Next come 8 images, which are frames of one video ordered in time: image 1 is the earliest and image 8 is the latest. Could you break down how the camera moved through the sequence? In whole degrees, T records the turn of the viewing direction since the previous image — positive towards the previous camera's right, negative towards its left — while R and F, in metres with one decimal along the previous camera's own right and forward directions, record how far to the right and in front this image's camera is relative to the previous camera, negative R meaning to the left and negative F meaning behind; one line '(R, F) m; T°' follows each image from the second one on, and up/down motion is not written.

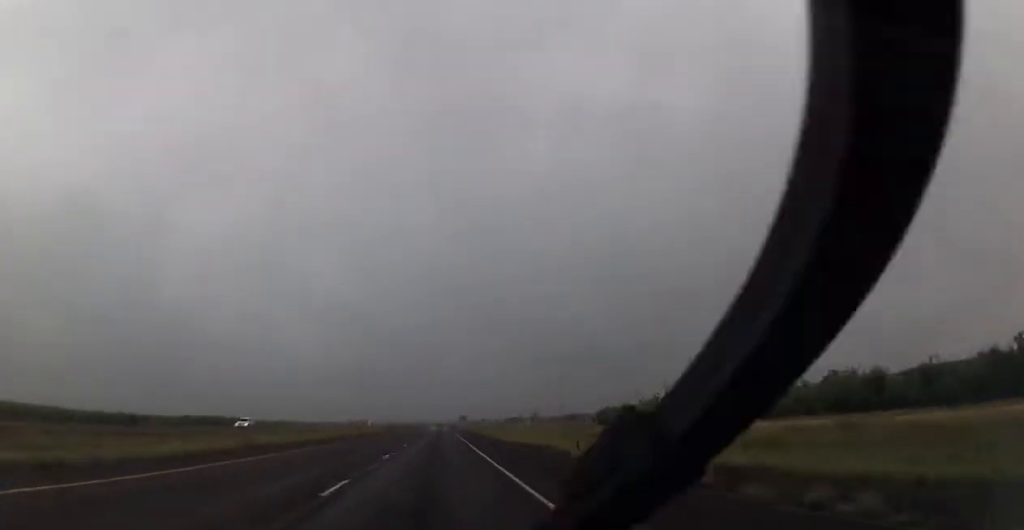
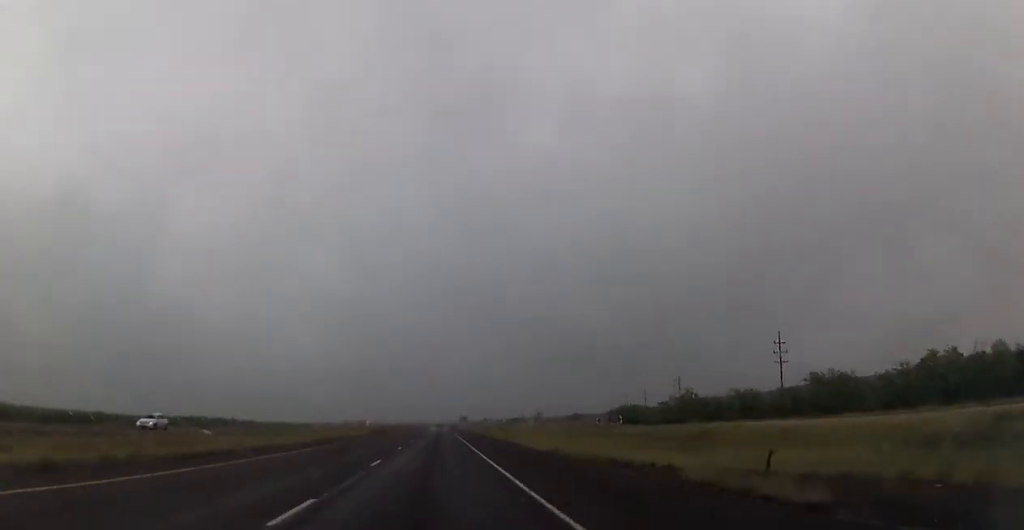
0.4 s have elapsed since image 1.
(+0.1, +15.8) m; 0°
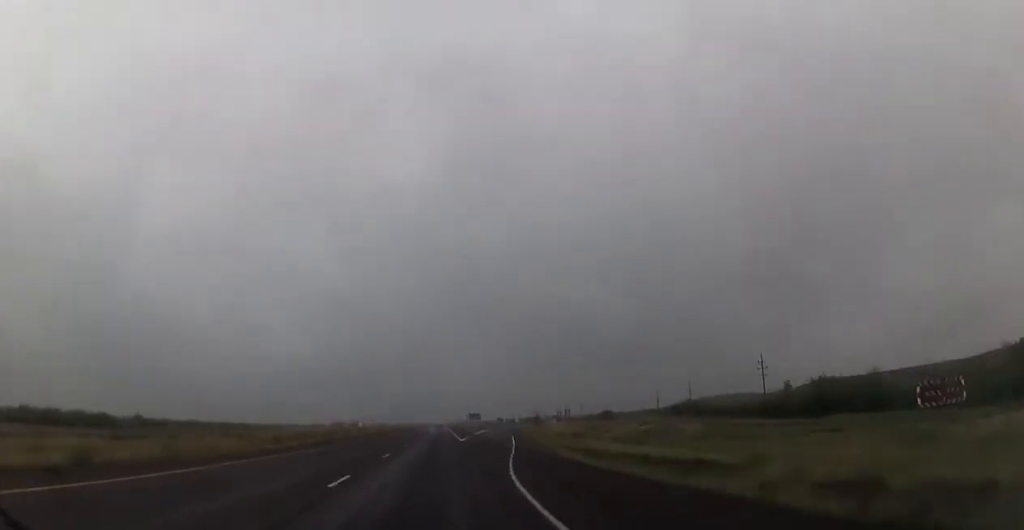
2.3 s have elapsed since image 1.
(+0.2, +67.8) m; 0°
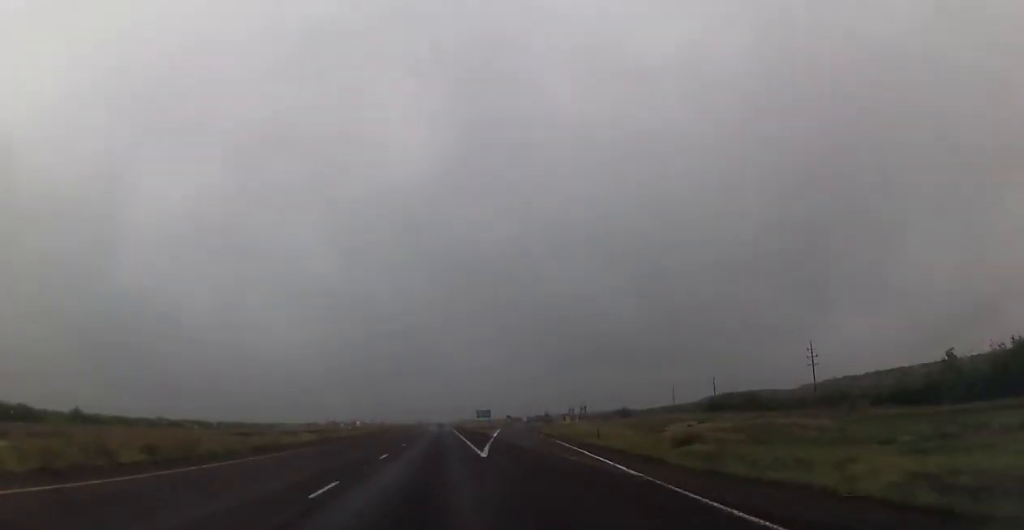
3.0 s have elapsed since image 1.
(-0.2, +26.6) m; 0°
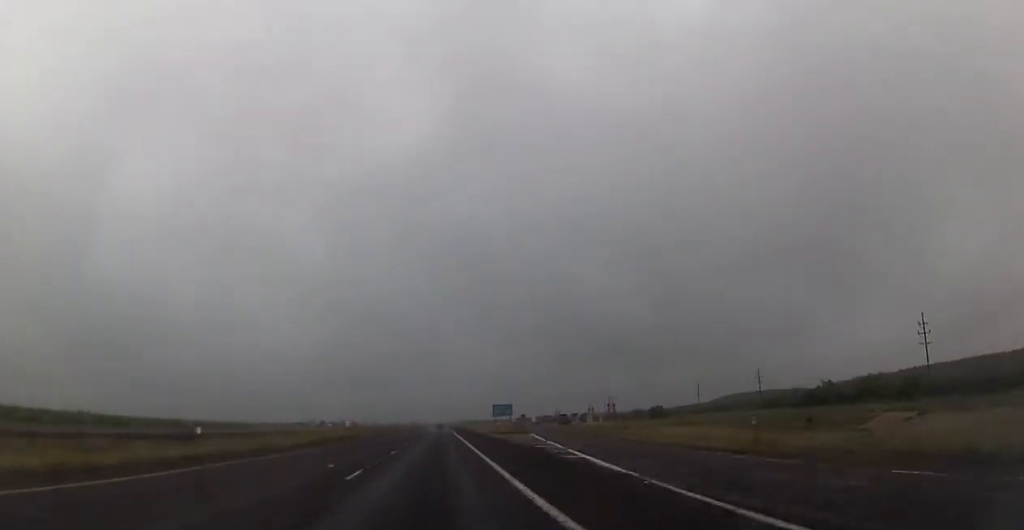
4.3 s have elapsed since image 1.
(+0.5, +44.8) m; 0°
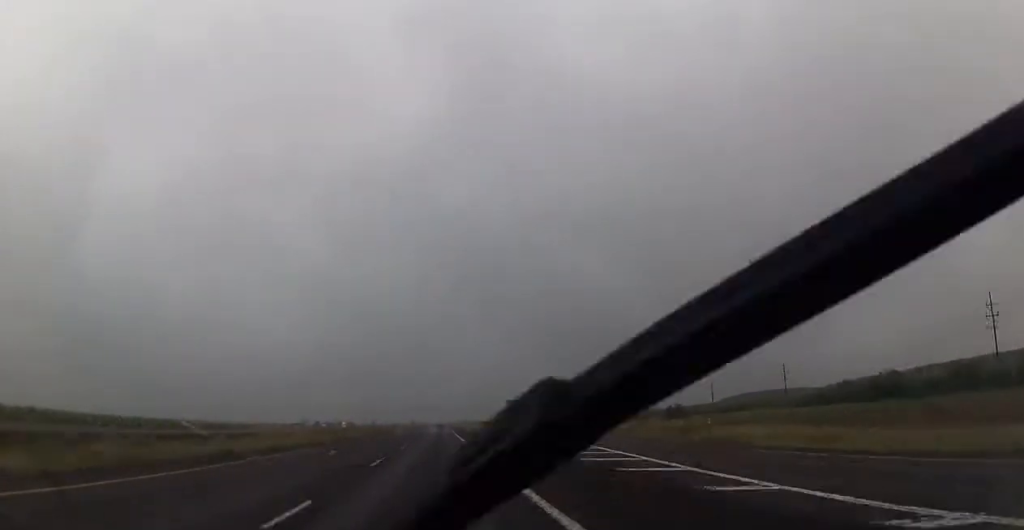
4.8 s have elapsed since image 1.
(-0.3, +19.3) m; 0°
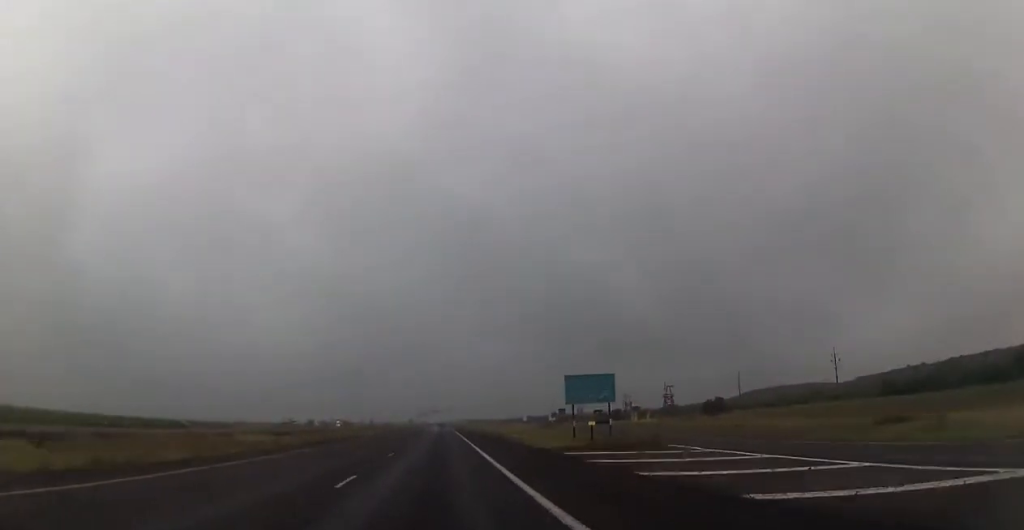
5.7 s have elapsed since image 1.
(+0.1, +31.5) m; 0°
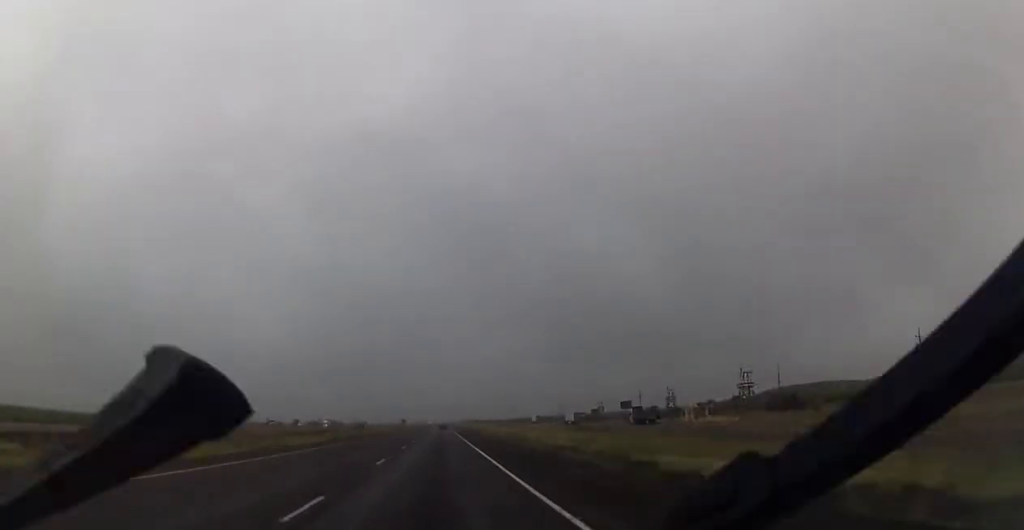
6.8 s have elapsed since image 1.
(-0.4, +41.2) m; -1°
